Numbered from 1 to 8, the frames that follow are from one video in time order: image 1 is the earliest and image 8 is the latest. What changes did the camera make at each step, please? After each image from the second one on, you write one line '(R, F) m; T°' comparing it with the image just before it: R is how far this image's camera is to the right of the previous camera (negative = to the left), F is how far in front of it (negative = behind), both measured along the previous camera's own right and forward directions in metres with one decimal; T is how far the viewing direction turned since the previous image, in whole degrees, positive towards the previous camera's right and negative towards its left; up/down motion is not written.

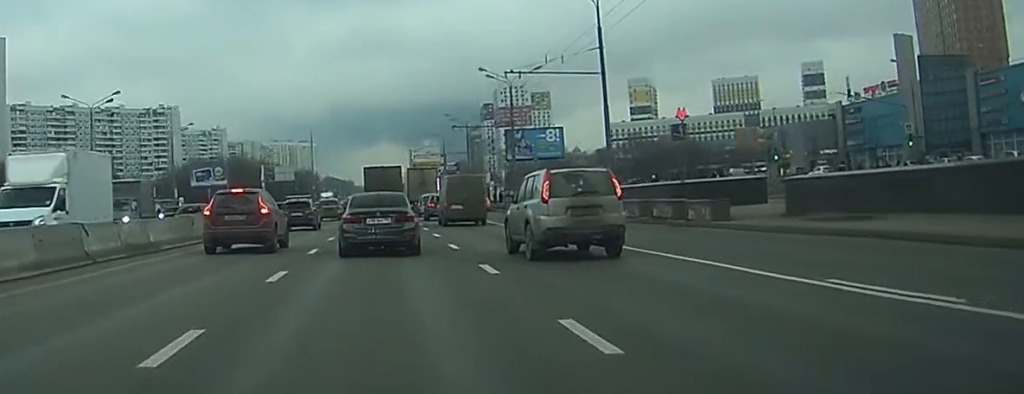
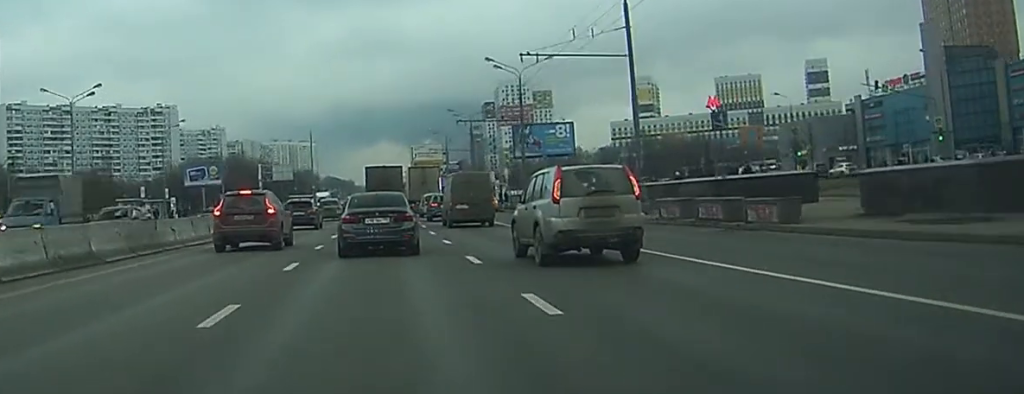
(0.0, +5.4) m; 0°
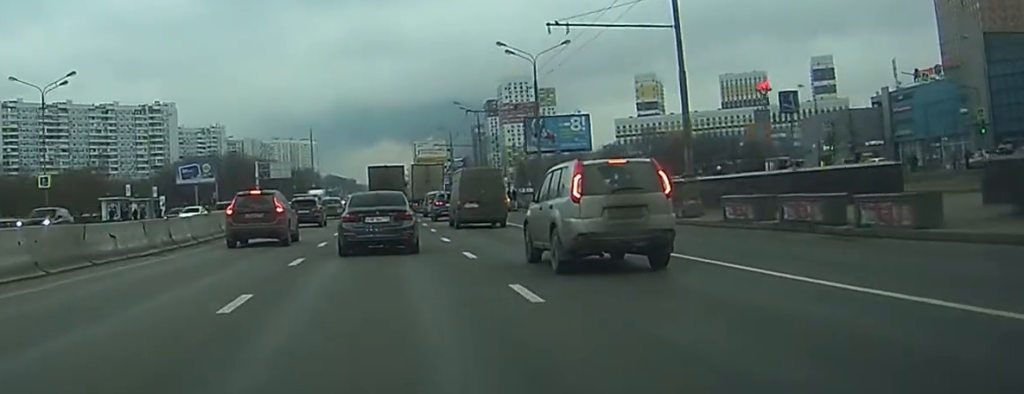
(0.0, +7.2) m; 0°
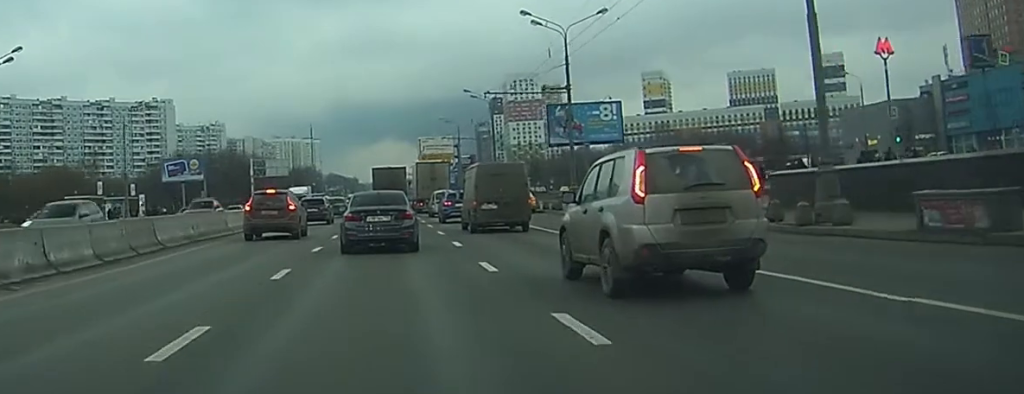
(0.0, +11.4) m; 0°
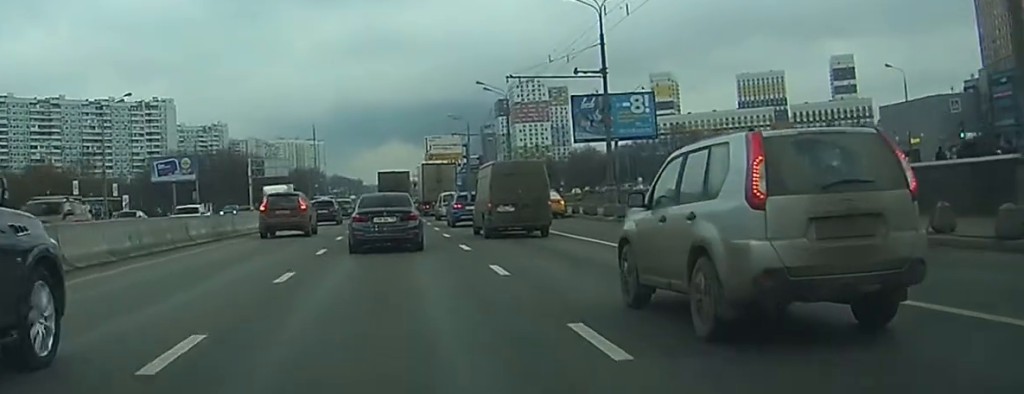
(0.0, +8.6) m; 0°
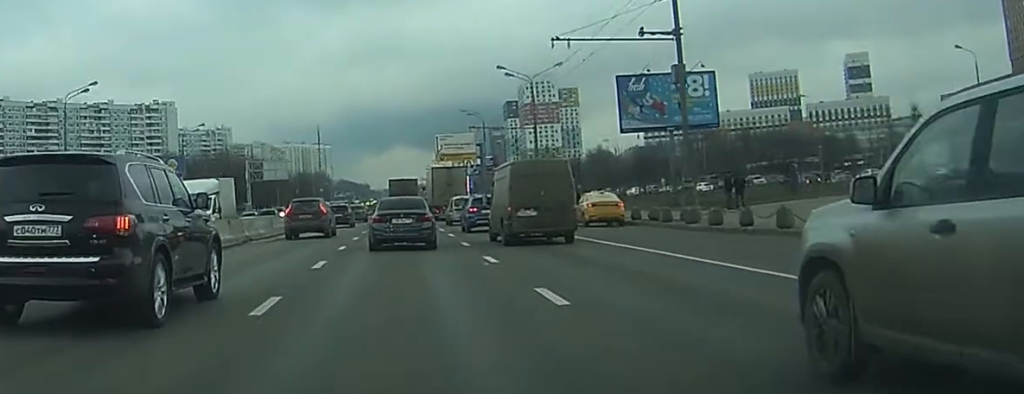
(0.0, +11.8) m; 0°
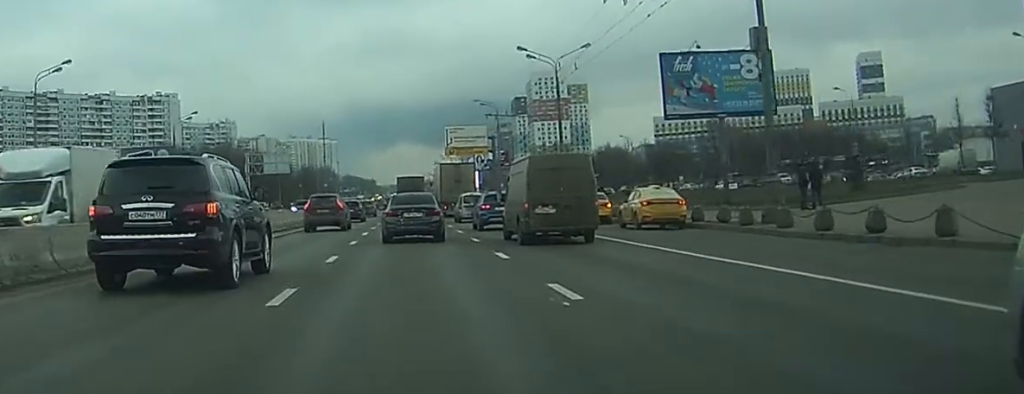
(0.0, +7.9) m; 0°
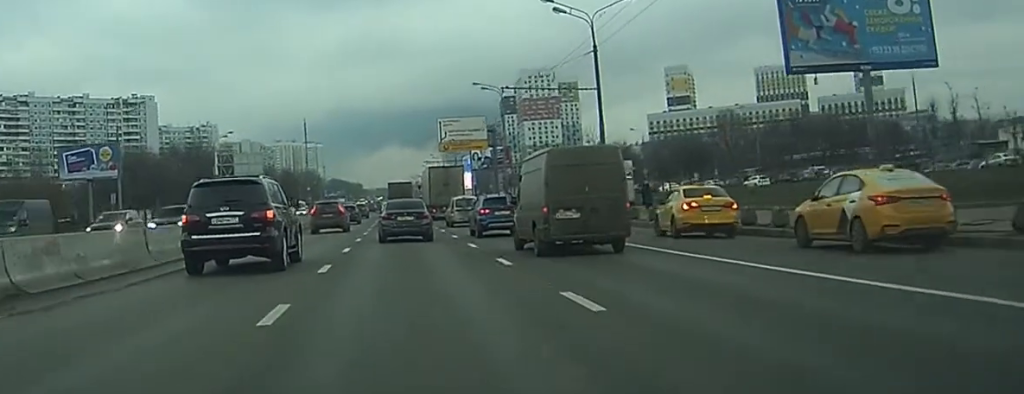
(0.0, +16.7) m; +1°
